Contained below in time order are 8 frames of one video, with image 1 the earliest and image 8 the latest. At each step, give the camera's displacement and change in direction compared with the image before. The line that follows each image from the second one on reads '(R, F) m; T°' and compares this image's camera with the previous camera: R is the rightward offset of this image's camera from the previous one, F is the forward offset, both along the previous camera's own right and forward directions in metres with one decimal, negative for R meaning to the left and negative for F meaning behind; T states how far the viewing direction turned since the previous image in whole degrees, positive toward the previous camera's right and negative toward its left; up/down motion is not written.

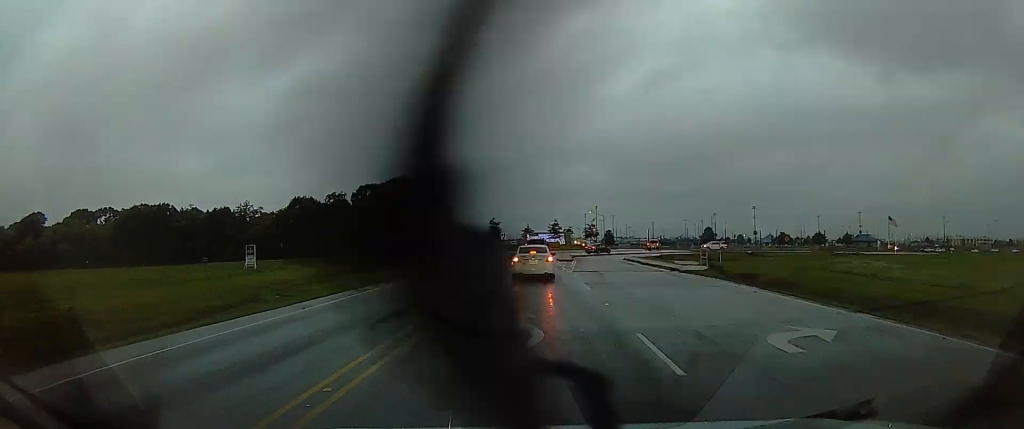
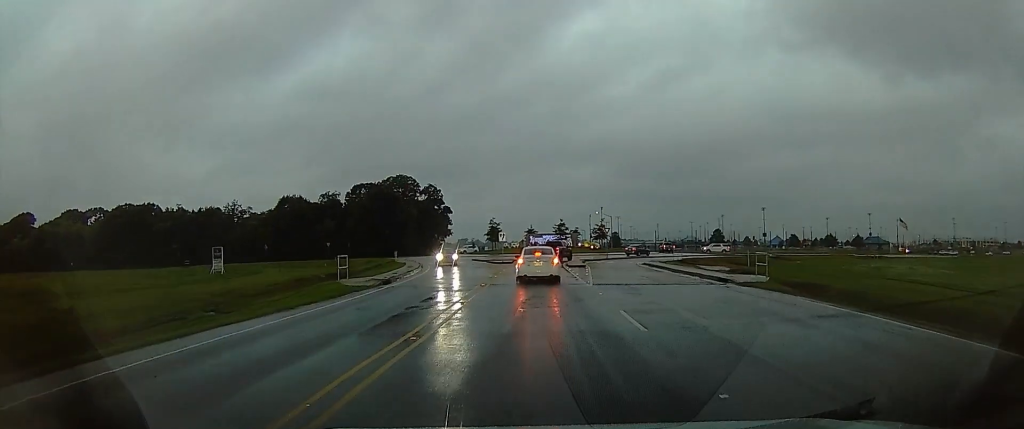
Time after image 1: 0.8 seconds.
(-0.3, +9.2) m; -1°
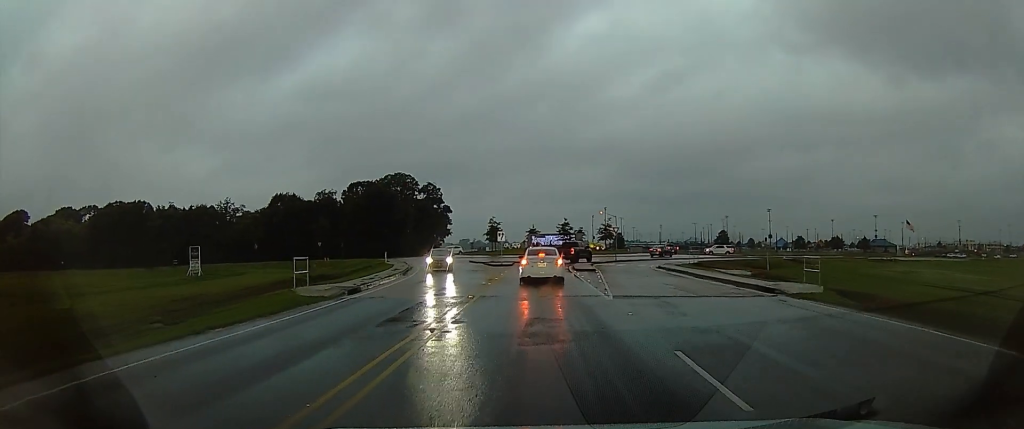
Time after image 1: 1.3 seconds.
(-0.1, +5.2) m; +1°
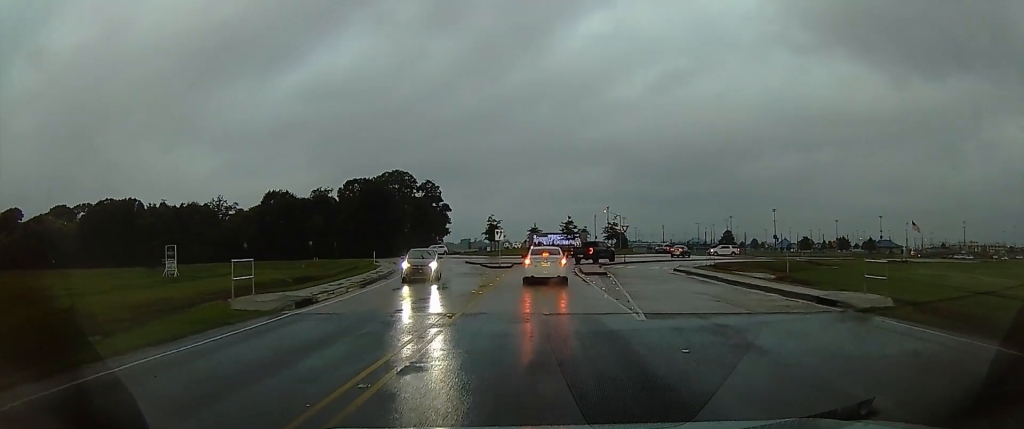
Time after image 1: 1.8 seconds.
(+0.1, +4.5) m; -2°
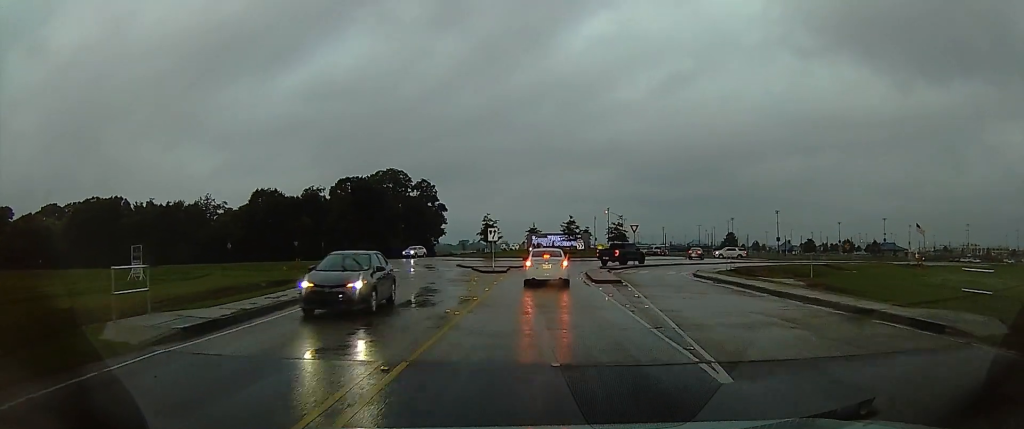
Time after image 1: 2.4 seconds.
(+0.5, +5.3) m; -4°
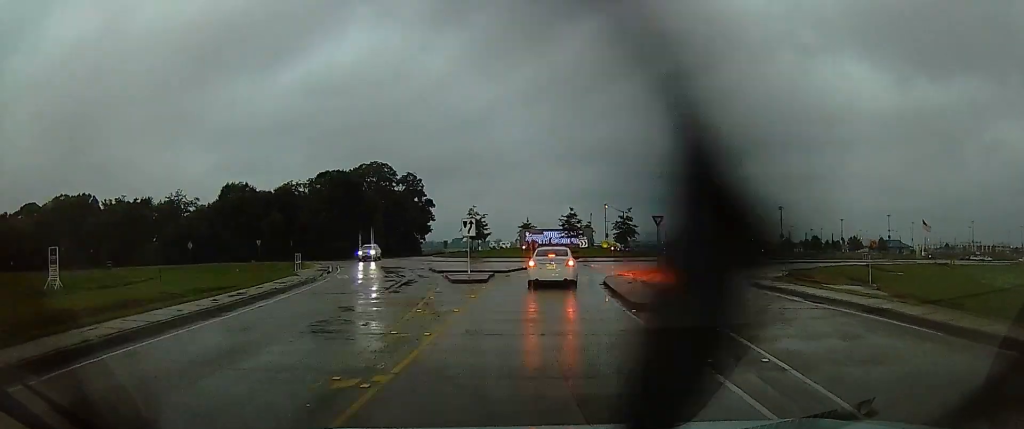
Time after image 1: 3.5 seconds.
(-1.4, +10.2) m; -2°
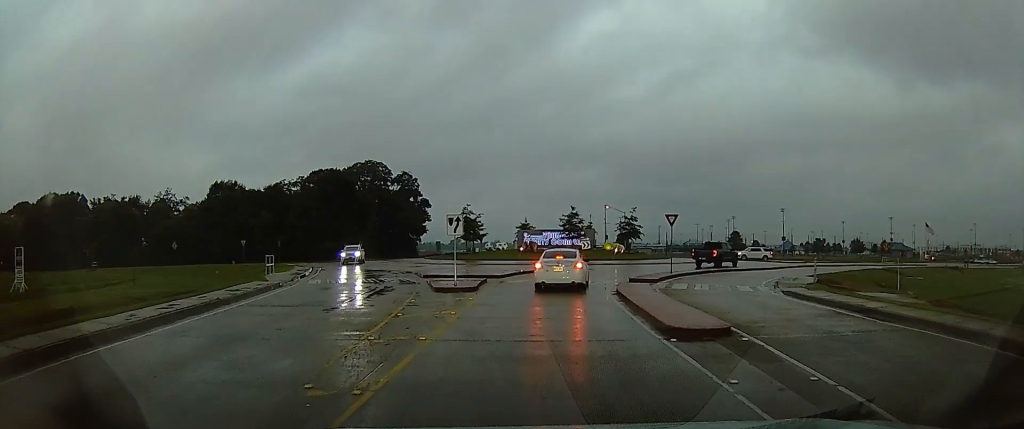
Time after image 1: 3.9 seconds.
(+0.4, +4.0) m; +5°
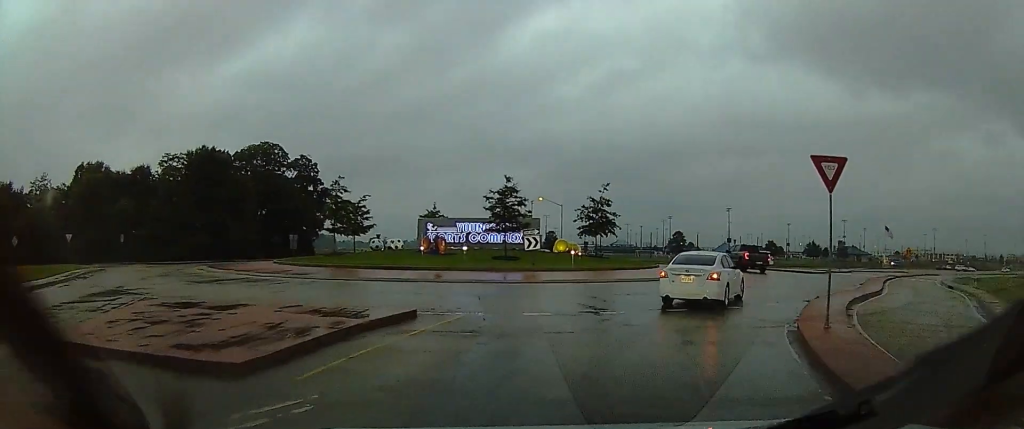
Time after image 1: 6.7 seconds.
(+2.8, +22.7) m; +9°
